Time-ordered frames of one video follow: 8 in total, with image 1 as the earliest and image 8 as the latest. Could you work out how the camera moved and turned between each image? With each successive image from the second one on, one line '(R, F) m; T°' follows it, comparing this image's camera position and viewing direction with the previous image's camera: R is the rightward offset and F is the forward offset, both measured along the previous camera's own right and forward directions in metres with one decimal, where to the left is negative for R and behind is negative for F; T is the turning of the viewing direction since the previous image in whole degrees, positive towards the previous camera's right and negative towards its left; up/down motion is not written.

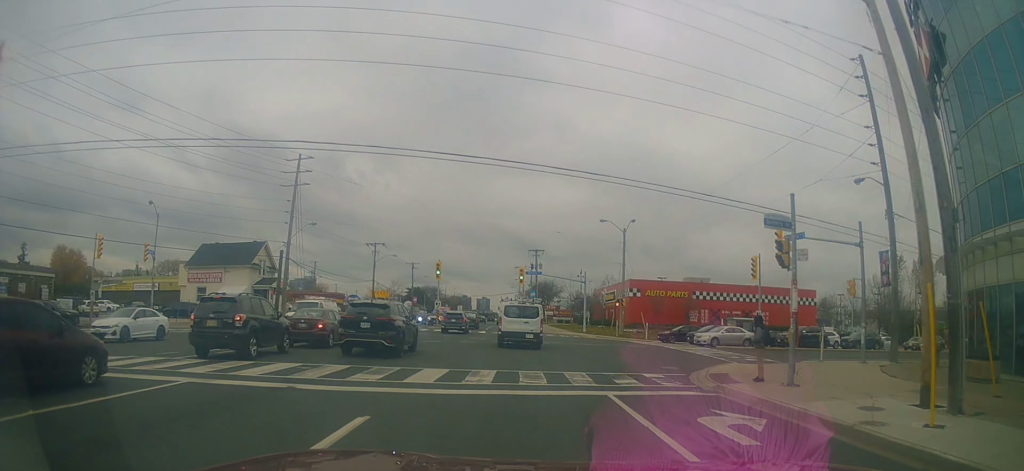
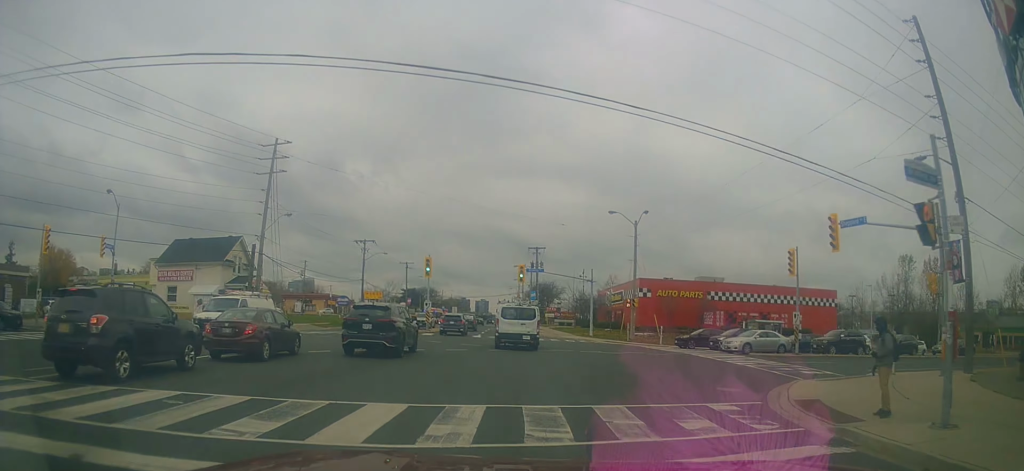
(+0.2, +5.8) m; 0°
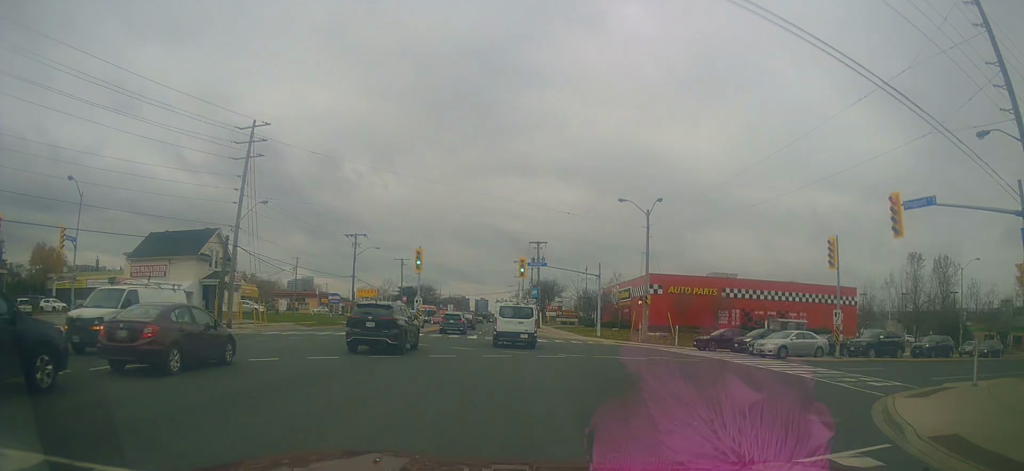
(0.0, +4.8) m; 0°
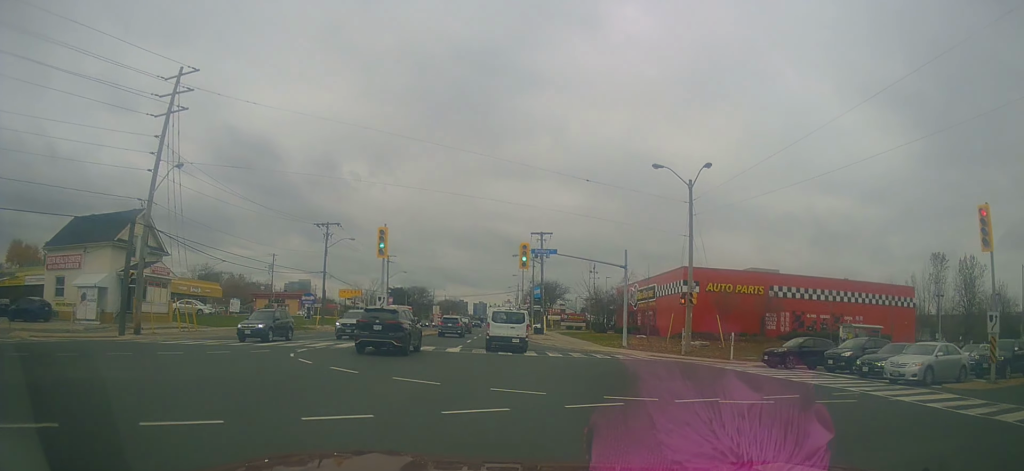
(-0.2, +11.9) m; 0°
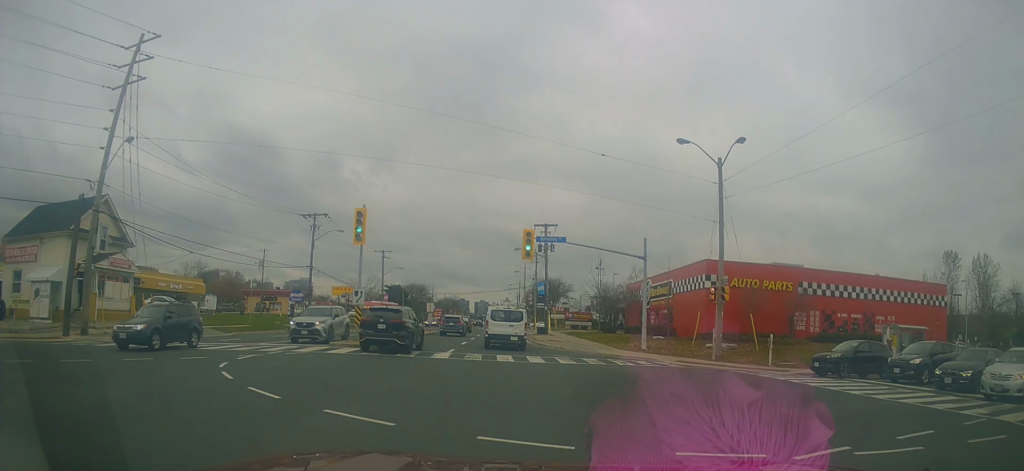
(+0.3, +5.1) m; 0°
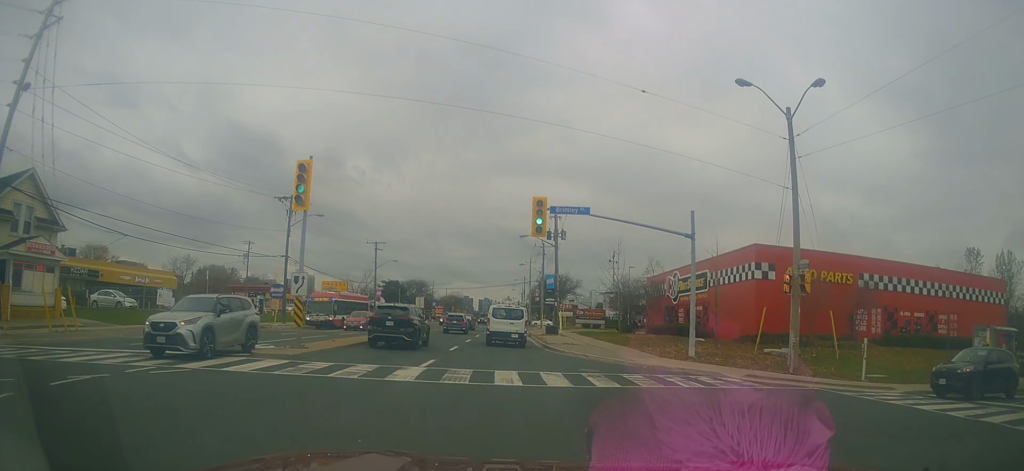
(-0.3, +8.1) m; 0°
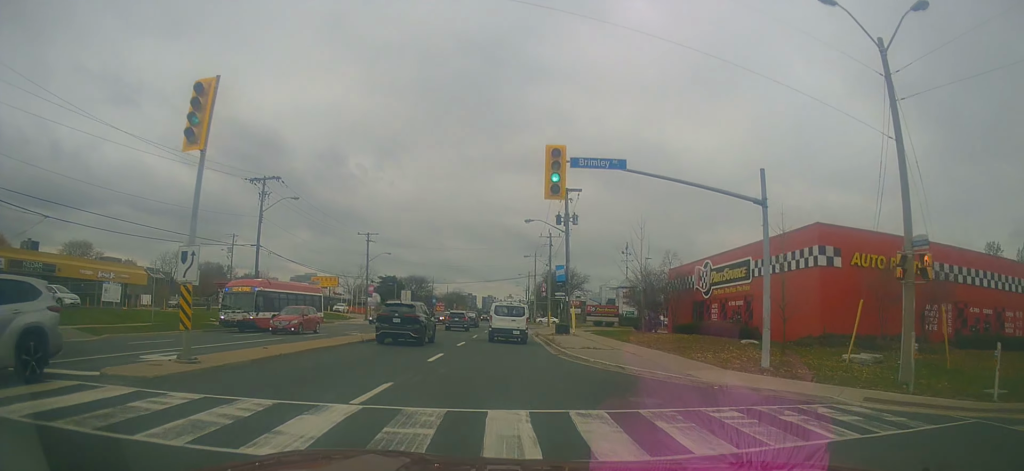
(+0.1, +7.0) m; 0°
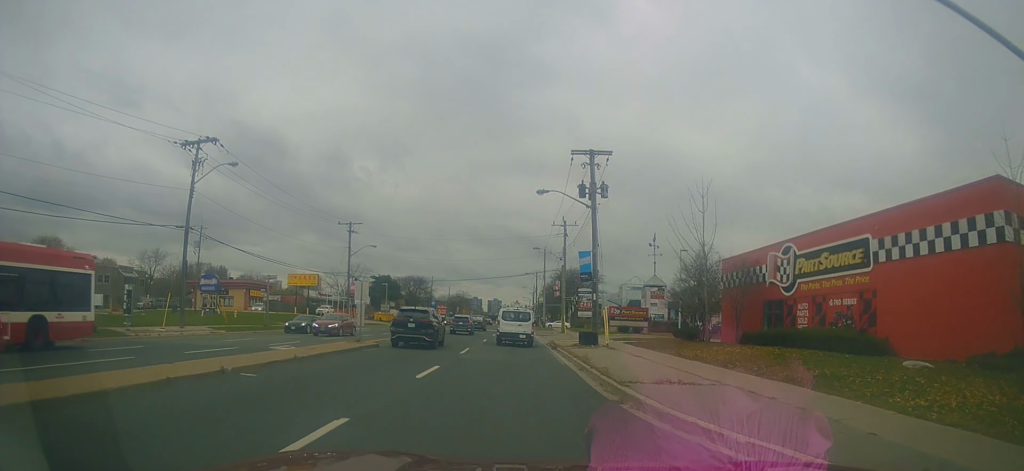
(0.0, +12.1) m; -2°
